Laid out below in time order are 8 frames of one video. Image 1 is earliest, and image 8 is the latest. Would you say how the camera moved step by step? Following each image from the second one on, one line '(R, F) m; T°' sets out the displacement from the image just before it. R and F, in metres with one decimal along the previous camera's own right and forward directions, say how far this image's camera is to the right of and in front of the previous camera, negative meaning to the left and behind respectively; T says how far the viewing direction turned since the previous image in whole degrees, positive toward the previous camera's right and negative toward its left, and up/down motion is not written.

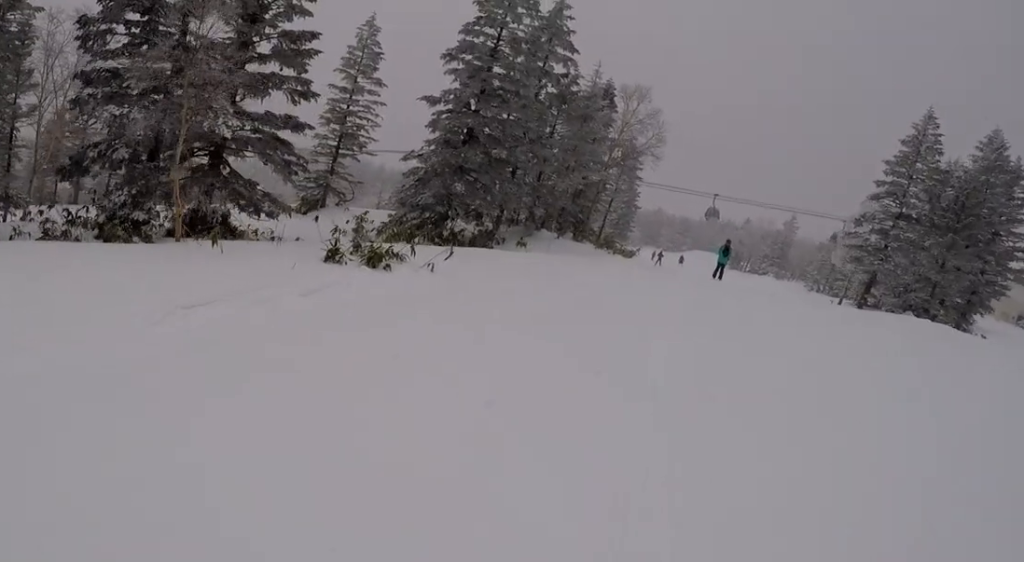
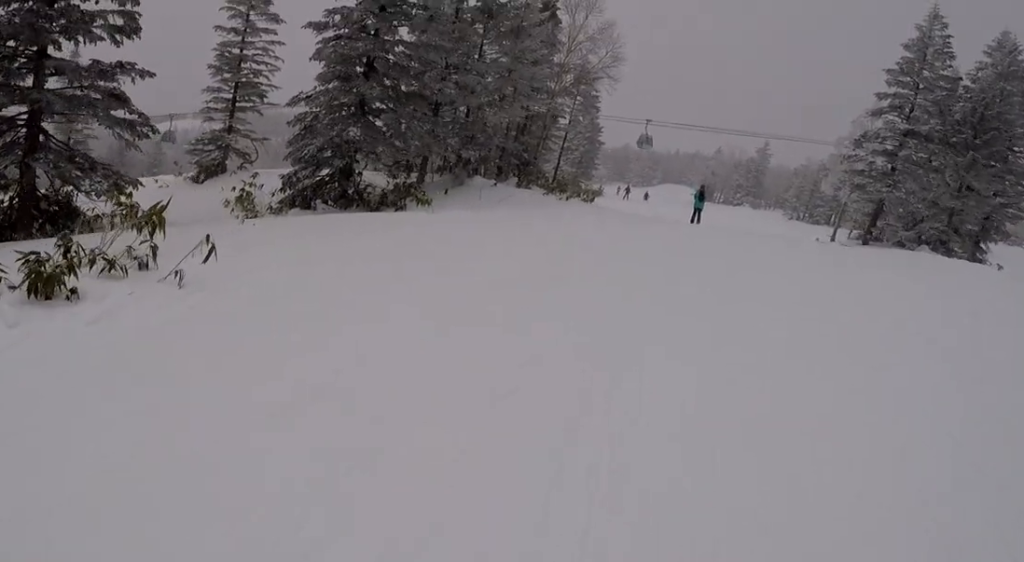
(+0.4, +5.5) m; +4°
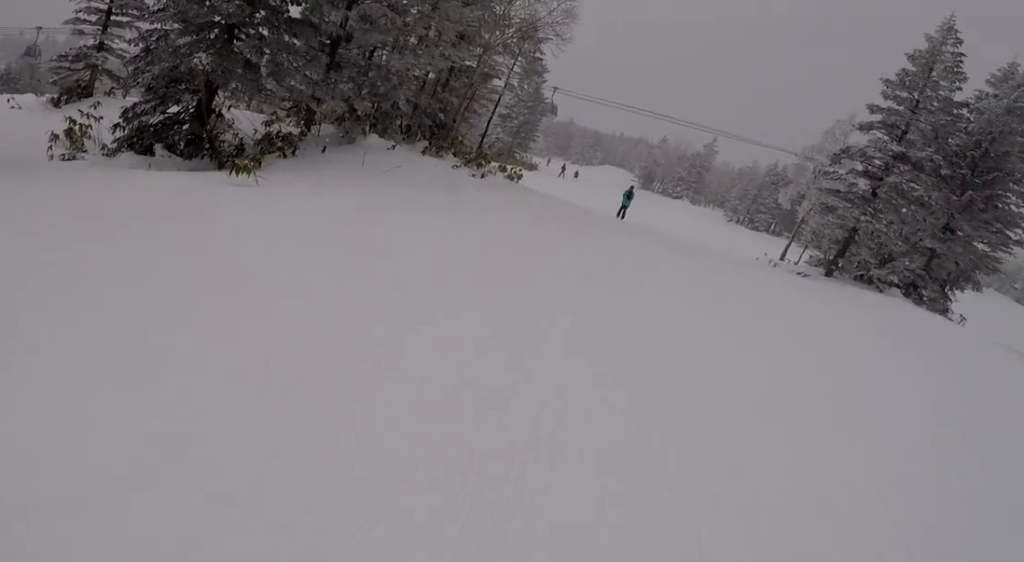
(0.0, +4.6) m; -3°
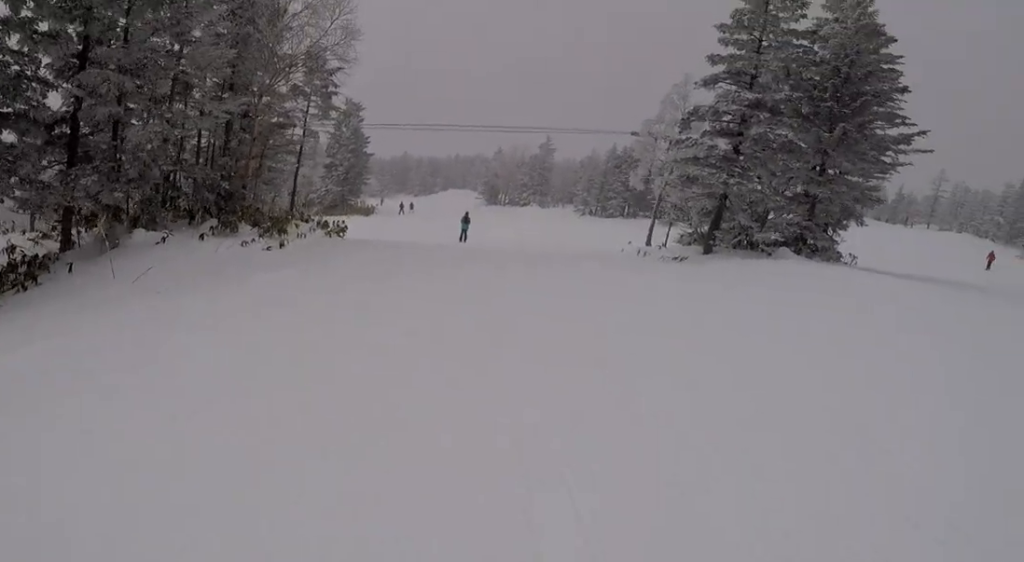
(-0.2, +3.4) m; -25°
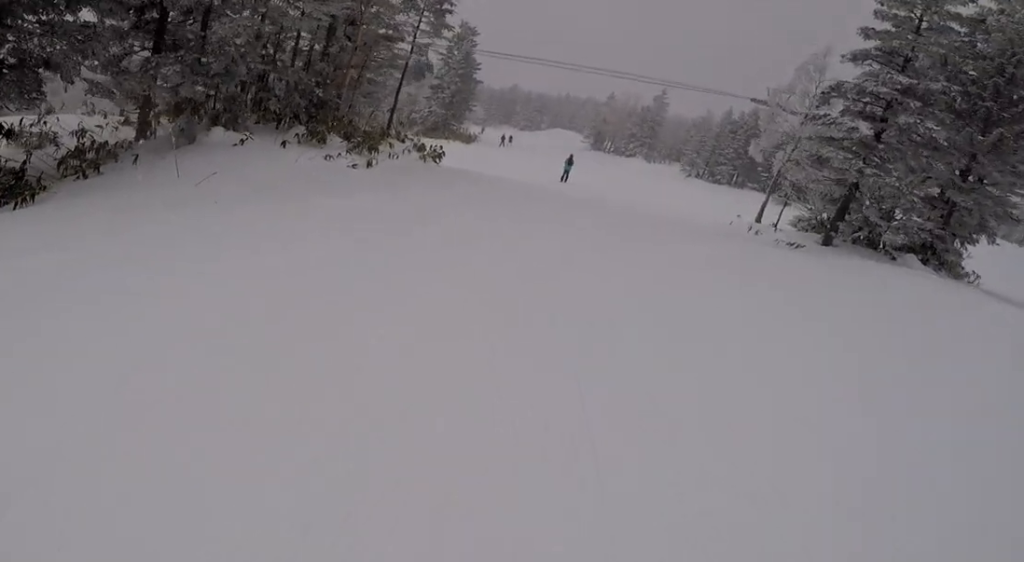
(-0.4, +1.3) m; -5°
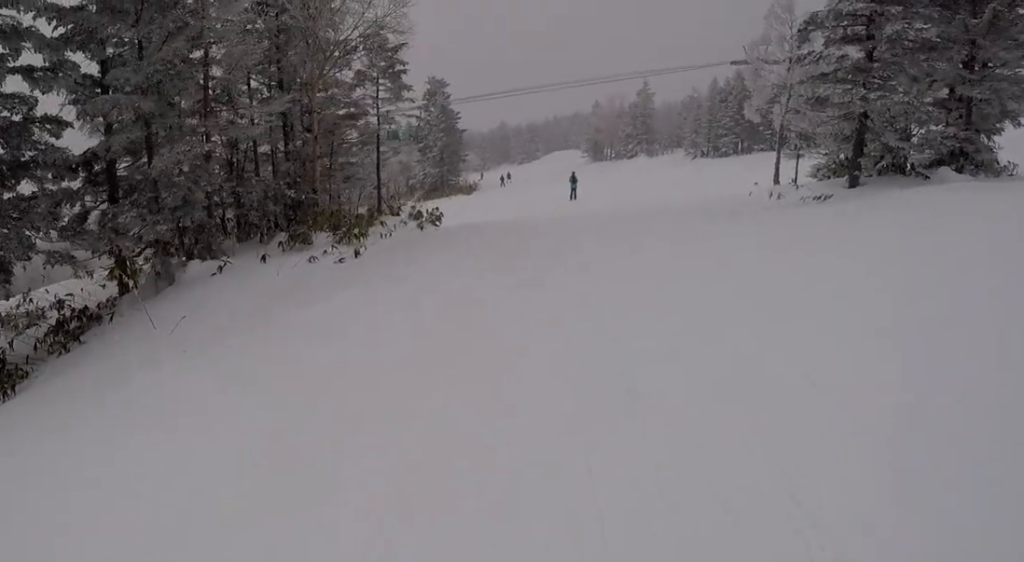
(-0.4, +1.3) m; -3°
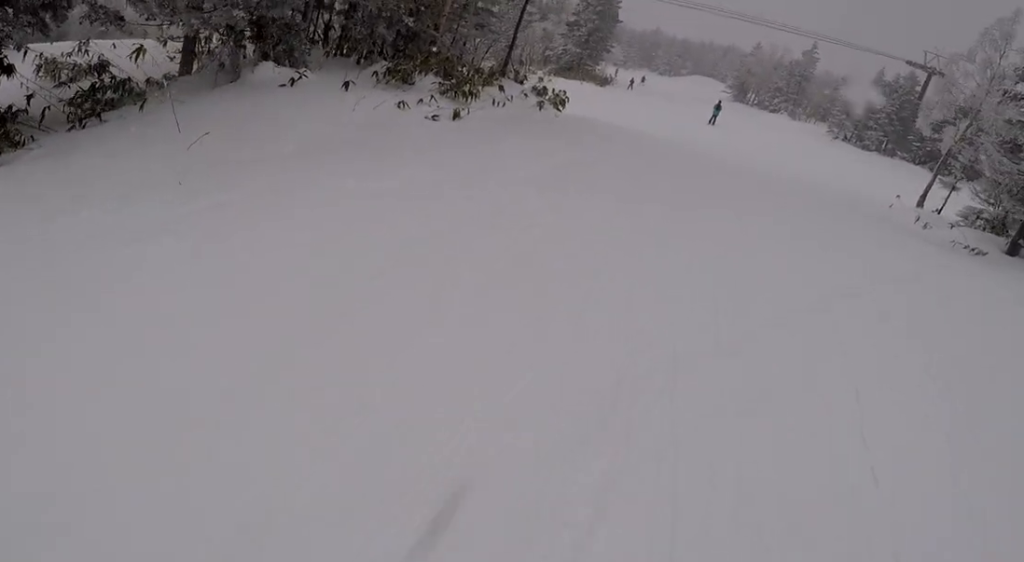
(+0.6, +2.0) m; +25°
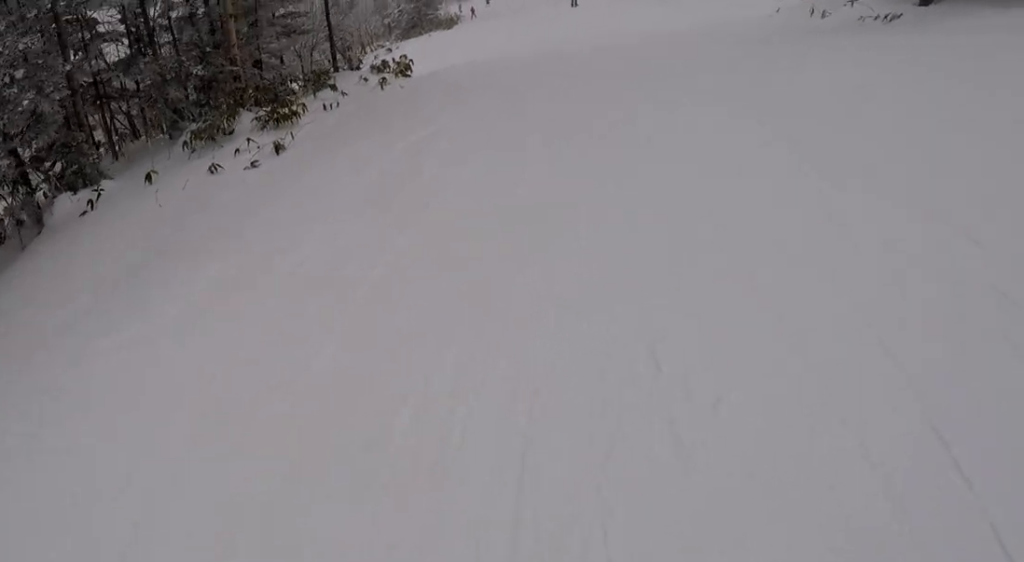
(+0.3, +1.9) m; +8°
